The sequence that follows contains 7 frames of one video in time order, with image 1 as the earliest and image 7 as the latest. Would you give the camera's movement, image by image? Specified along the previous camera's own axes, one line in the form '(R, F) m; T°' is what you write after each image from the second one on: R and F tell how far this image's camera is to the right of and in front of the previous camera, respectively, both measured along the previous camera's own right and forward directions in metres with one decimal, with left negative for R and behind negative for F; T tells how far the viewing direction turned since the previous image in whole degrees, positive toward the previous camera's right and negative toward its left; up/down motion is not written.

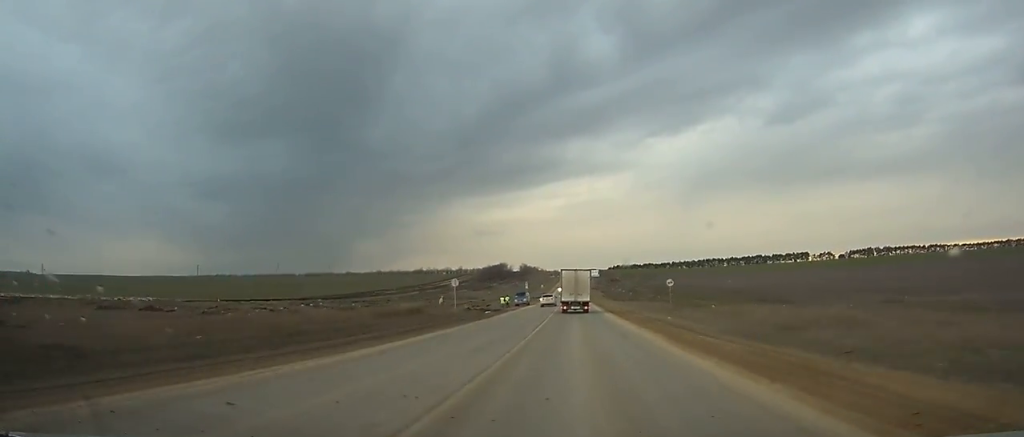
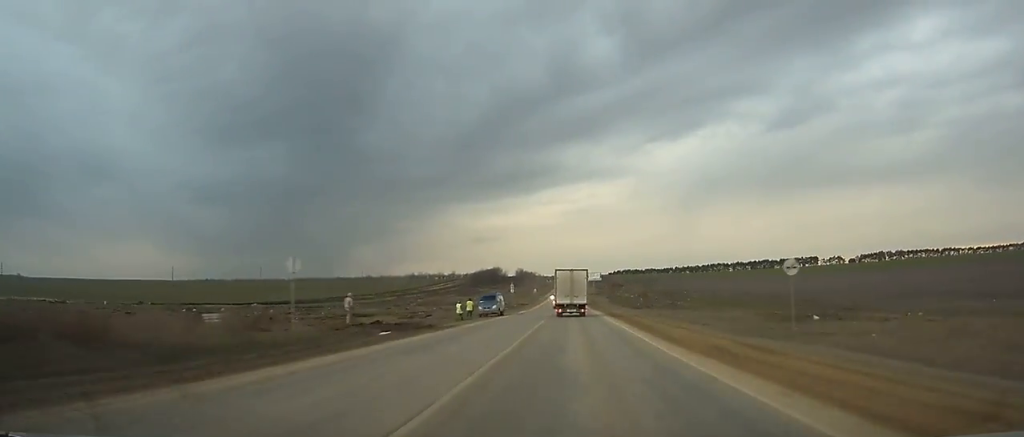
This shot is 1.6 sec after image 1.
(0.0, +30.3) m; 0°
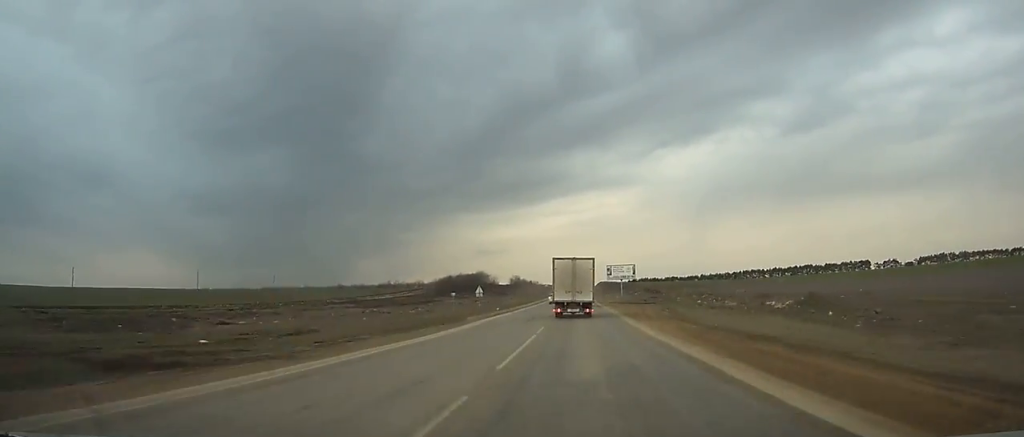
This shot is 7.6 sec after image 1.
(-0.2, +111.1) m; 0°
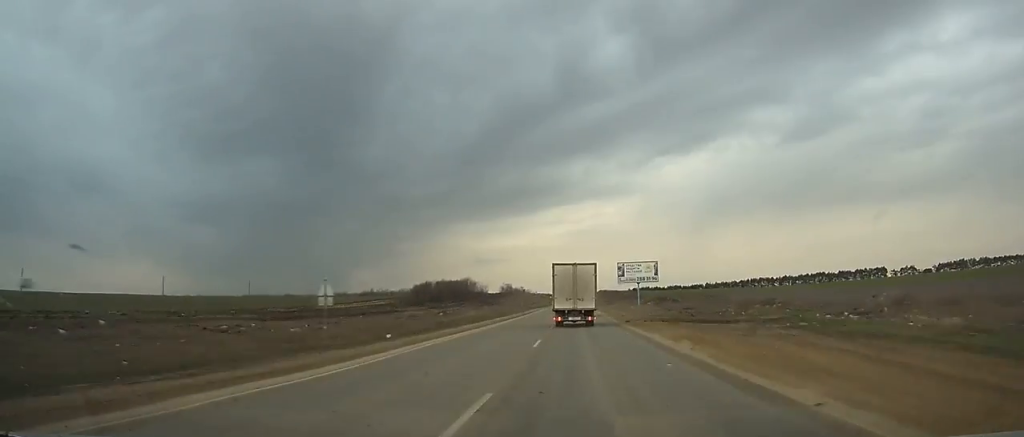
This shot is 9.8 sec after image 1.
(+0.2, +38.9) m; 0°
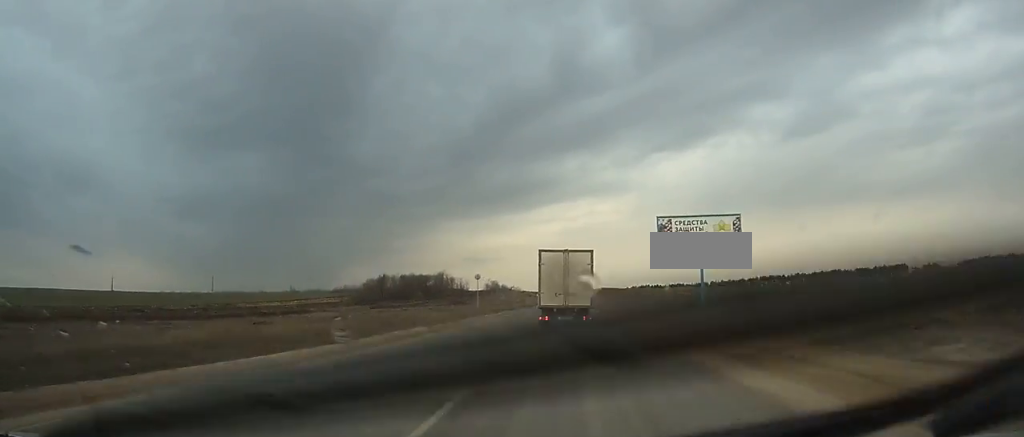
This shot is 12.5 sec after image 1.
(0.0, +46.3) m; 0°
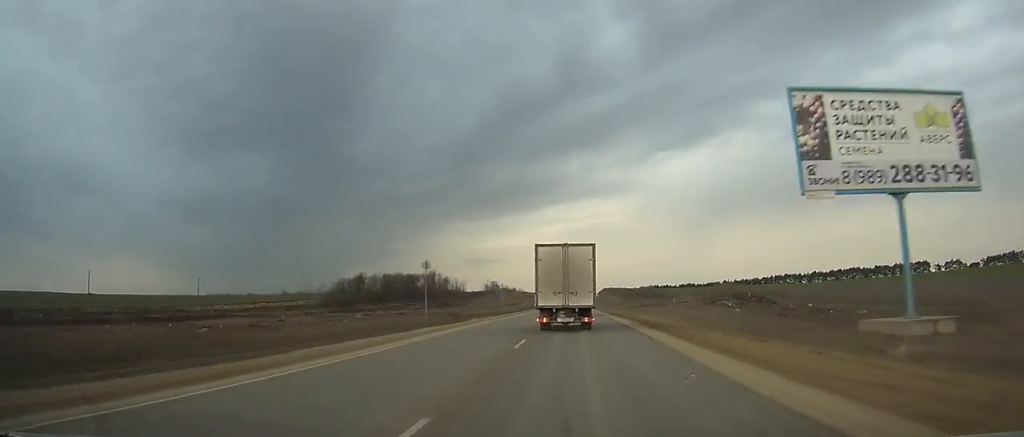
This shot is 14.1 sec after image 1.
(-0.1, +26.9) m; 0°
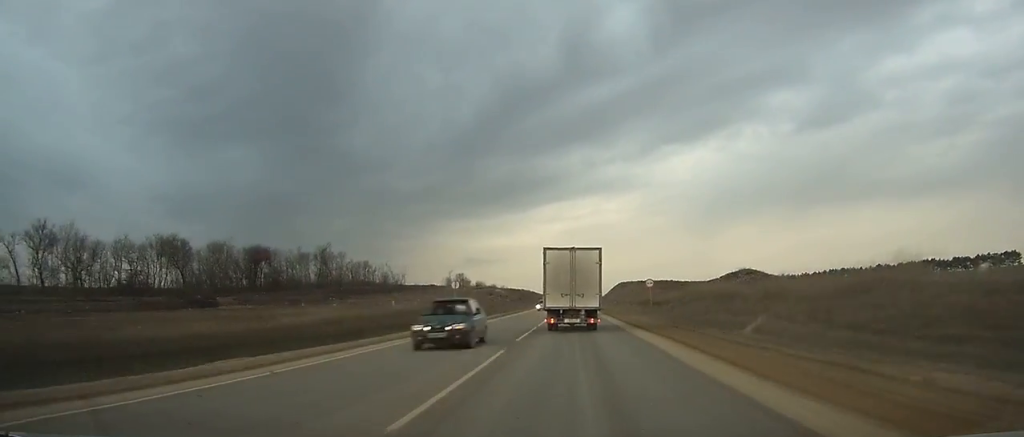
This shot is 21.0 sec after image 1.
(-0.1, +111.9) m; 0°
